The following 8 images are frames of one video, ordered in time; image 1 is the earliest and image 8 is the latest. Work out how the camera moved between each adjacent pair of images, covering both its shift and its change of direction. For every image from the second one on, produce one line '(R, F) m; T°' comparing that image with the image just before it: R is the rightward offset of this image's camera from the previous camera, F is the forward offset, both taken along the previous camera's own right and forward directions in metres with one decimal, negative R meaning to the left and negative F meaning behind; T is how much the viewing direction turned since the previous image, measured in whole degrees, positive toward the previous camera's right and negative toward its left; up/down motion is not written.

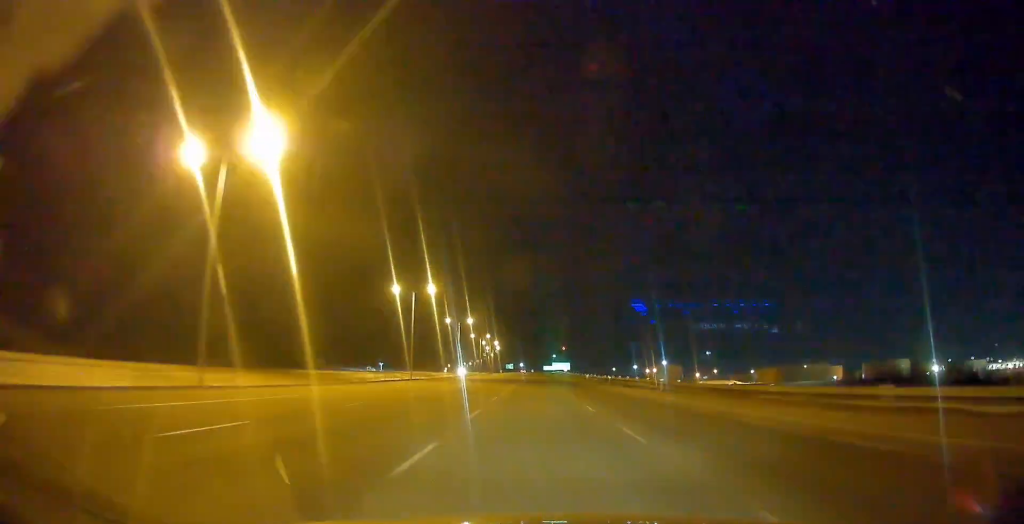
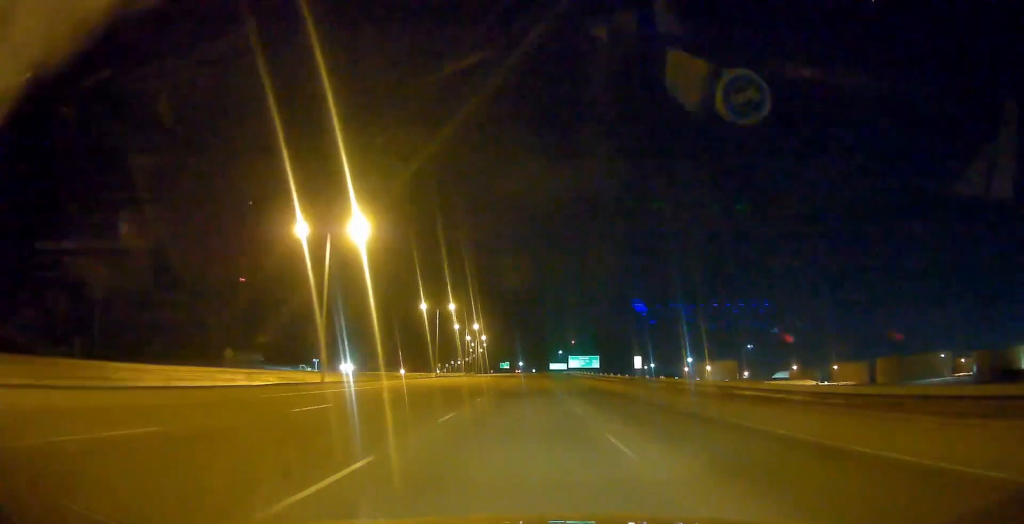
(+1.1, +131.9) m; -1°
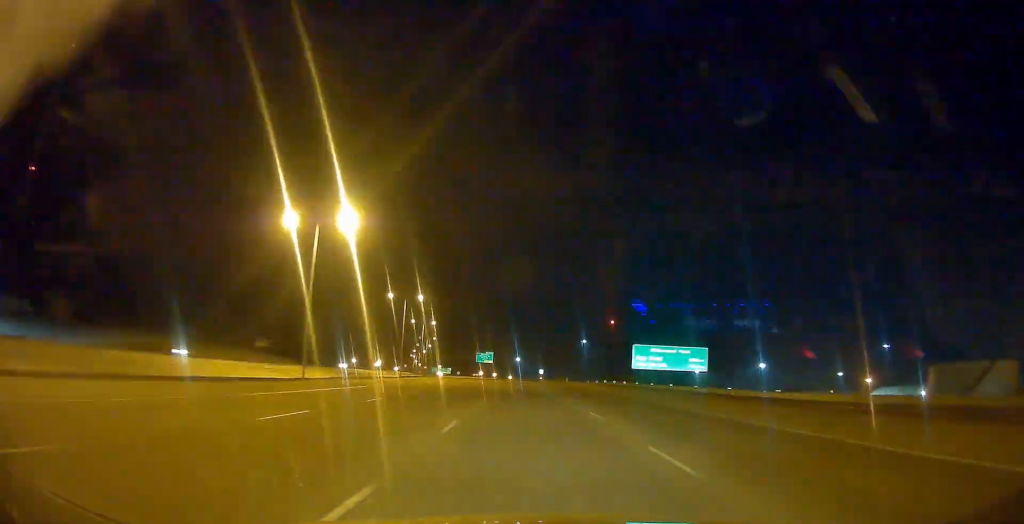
(-4.2, +213.3) m; -4°
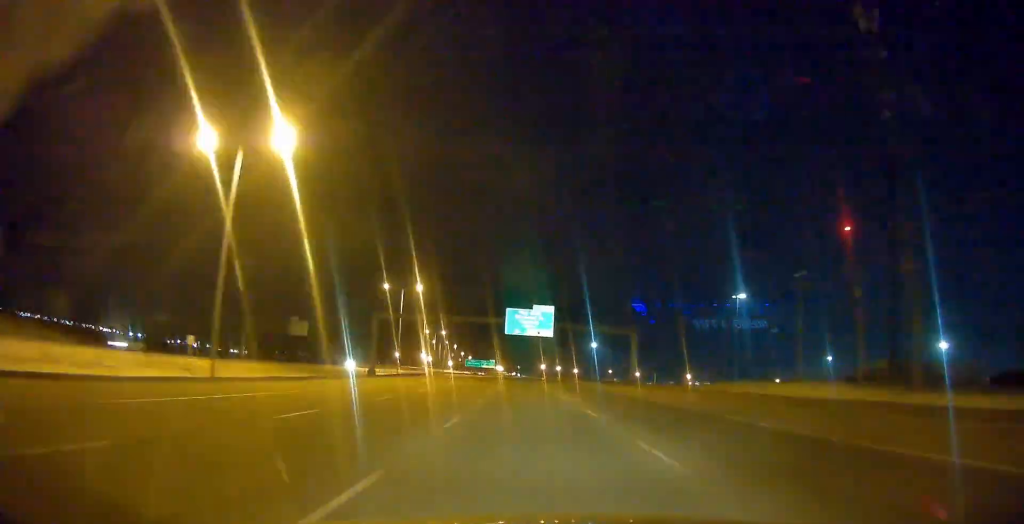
(-6.4, +176.1) m; -3°
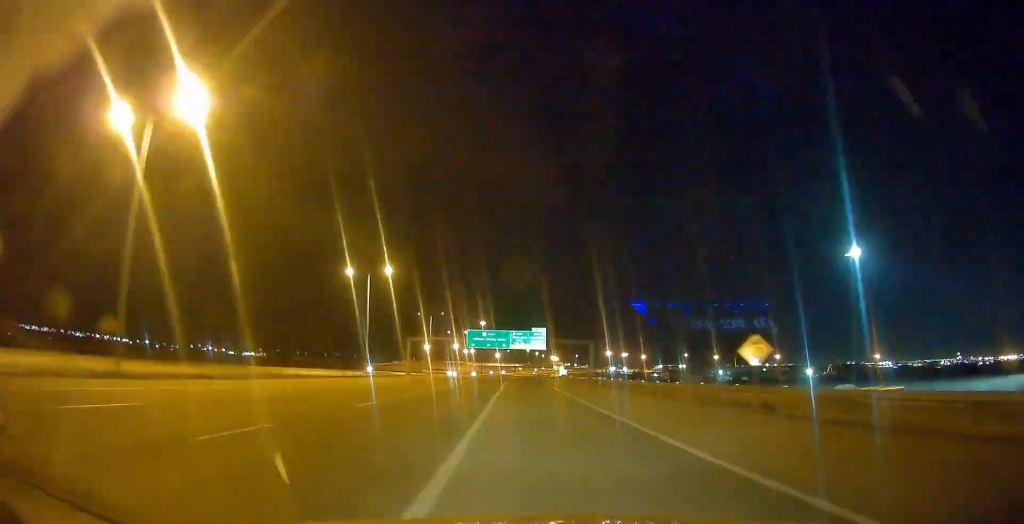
(-9.2, +249.4) m; -2°
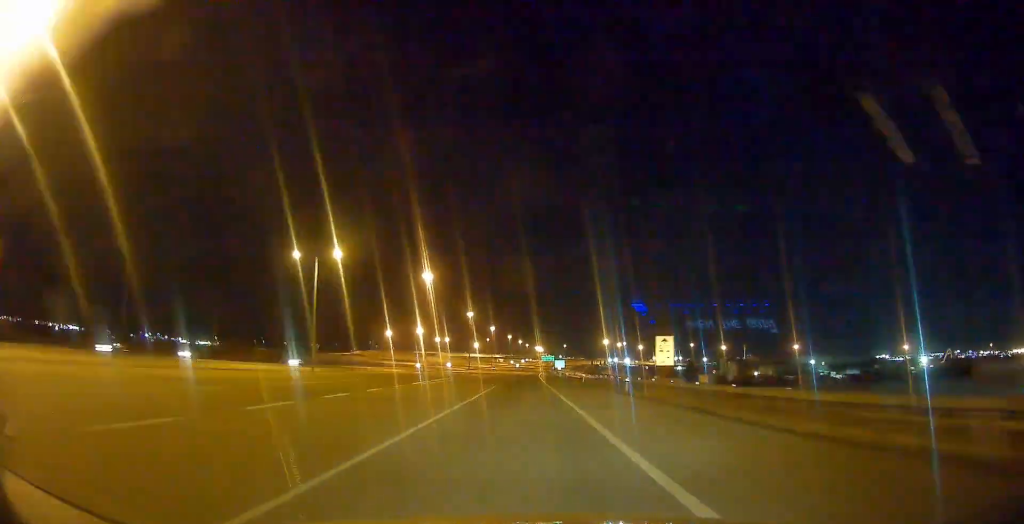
(-0.8, +180.5) m; 0°
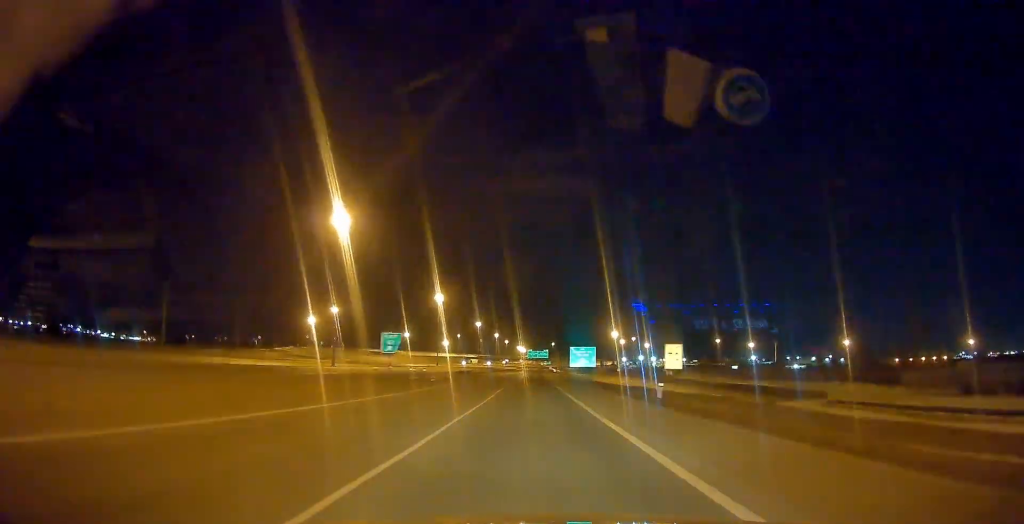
(+4.3, +247.9) m; +2°
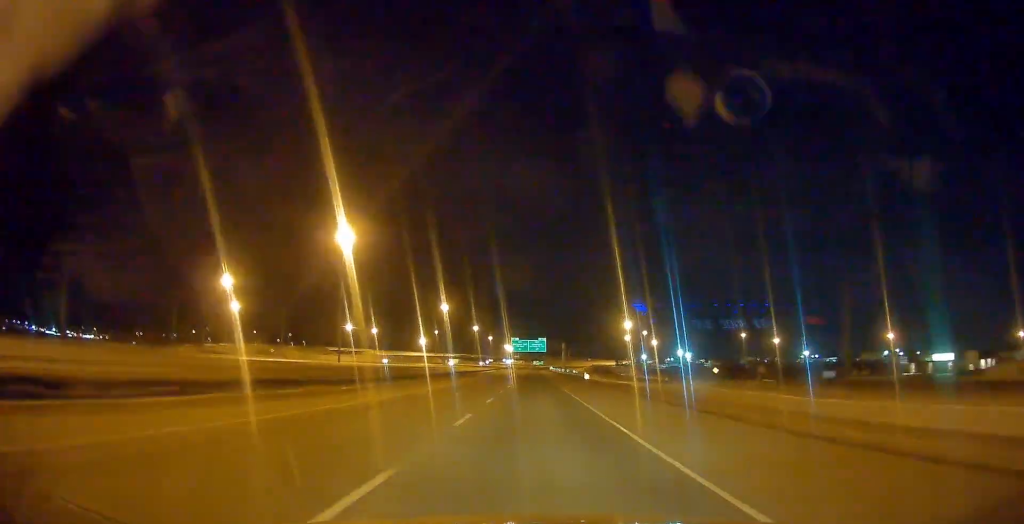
(+1.0, +144.4) m; +2°
